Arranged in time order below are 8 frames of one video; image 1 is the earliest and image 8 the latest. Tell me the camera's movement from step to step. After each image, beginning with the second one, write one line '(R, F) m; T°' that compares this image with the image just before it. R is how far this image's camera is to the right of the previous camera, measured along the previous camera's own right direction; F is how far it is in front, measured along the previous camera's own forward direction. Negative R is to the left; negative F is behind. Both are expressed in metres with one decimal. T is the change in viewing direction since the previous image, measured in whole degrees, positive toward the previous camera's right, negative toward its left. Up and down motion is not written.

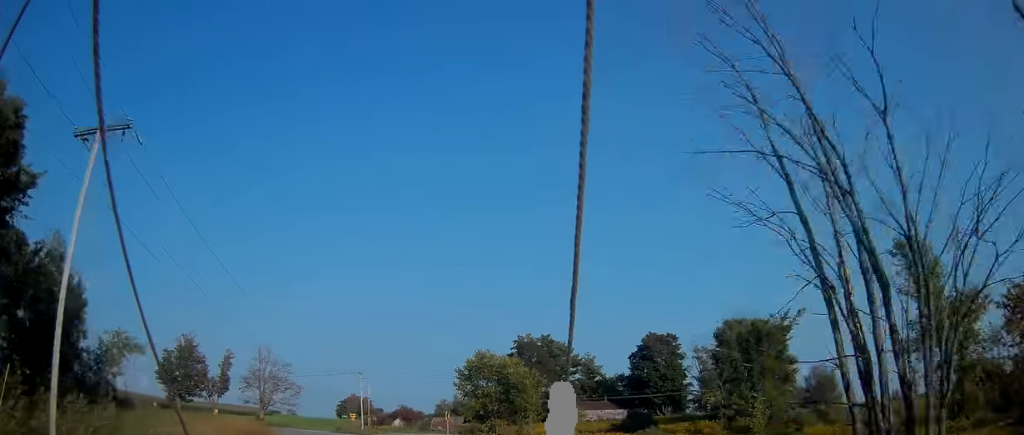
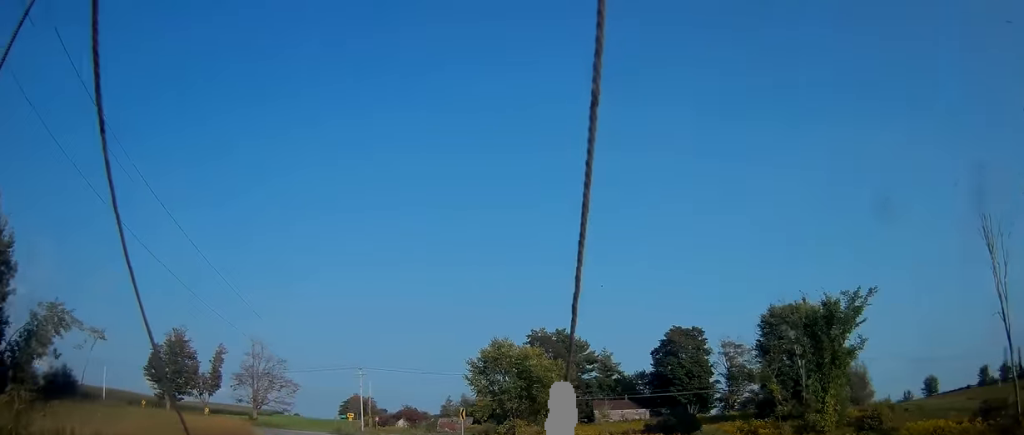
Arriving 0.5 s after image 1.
(0.0, +9.0) m; 0°
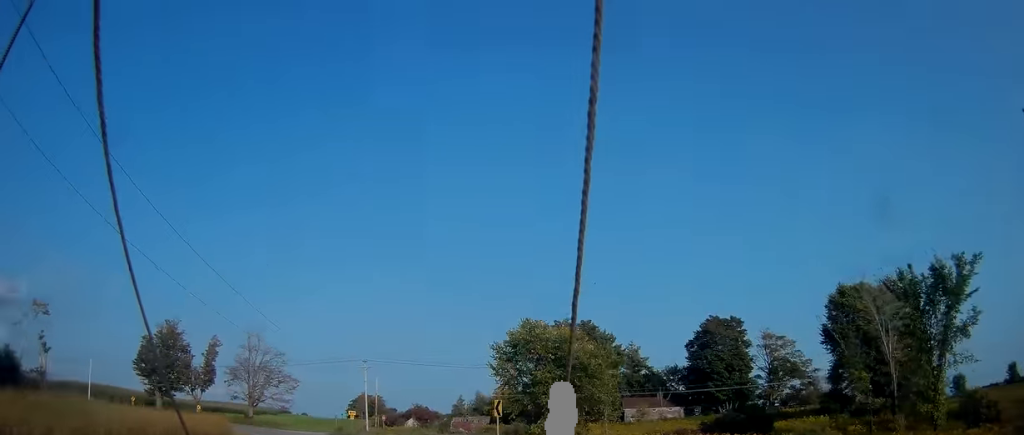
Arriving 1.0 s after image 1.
(0.0, +10.0) m; -1°
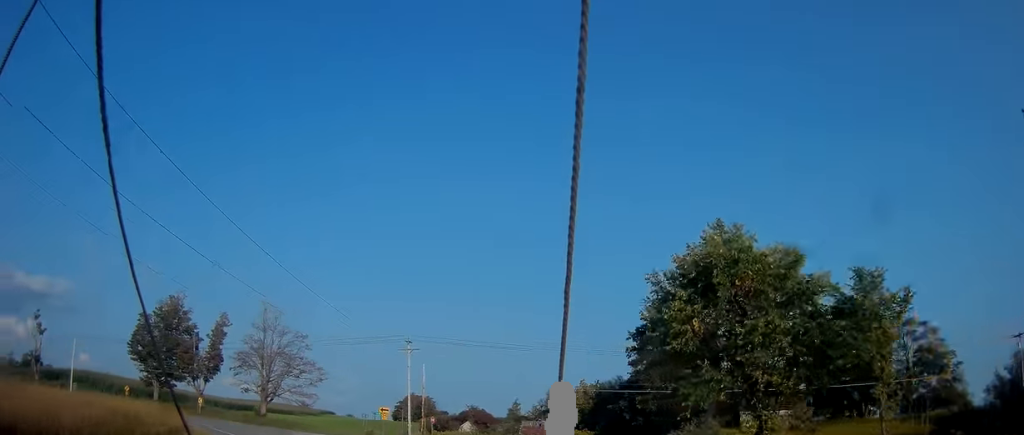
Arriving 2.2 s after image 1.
(-0.5, +22.3) m; -3°
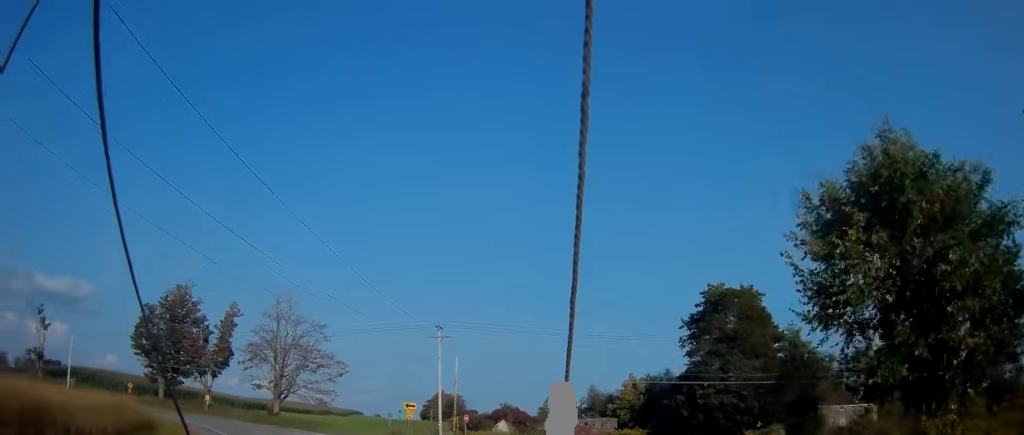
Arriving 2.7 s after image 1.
(-0.2, +8.3) m; -3°
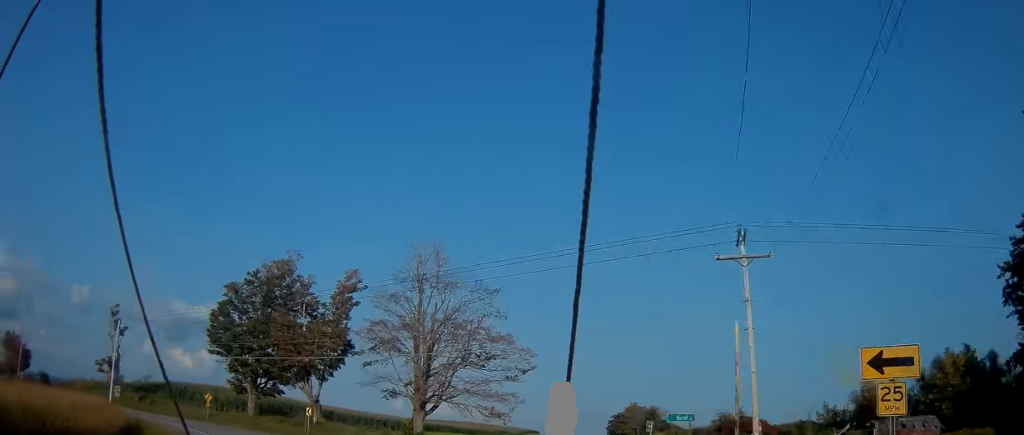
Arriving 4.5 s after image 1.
(-3.4, +28.3) m; -16°
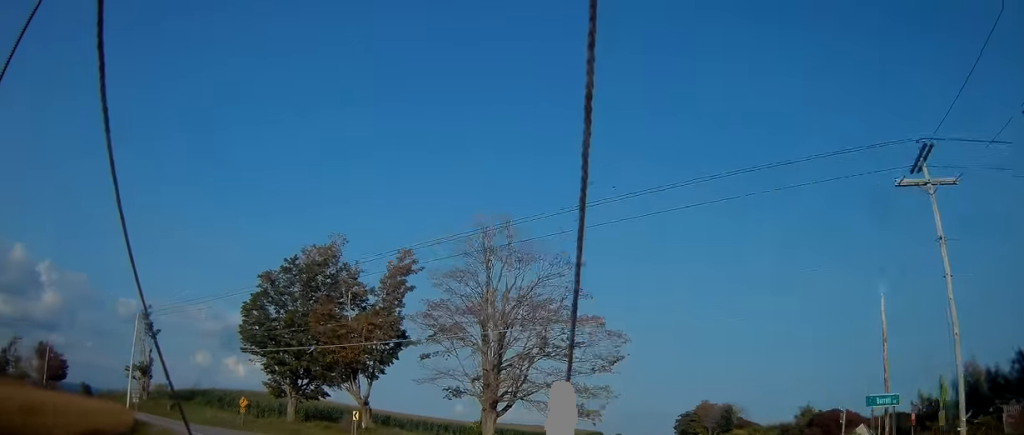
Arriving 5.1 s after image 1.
(-0.2, +8.3) m; -5°
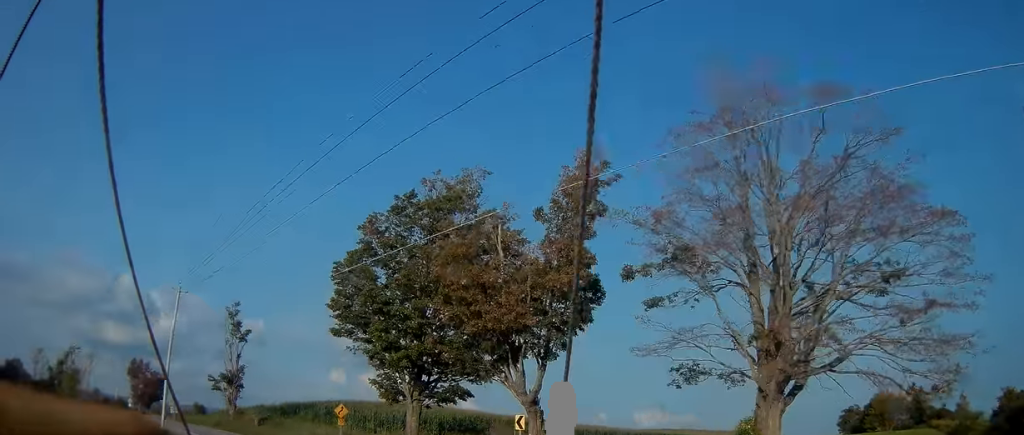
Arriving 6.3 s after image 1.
(-2.0, +18.9) m; -15°
